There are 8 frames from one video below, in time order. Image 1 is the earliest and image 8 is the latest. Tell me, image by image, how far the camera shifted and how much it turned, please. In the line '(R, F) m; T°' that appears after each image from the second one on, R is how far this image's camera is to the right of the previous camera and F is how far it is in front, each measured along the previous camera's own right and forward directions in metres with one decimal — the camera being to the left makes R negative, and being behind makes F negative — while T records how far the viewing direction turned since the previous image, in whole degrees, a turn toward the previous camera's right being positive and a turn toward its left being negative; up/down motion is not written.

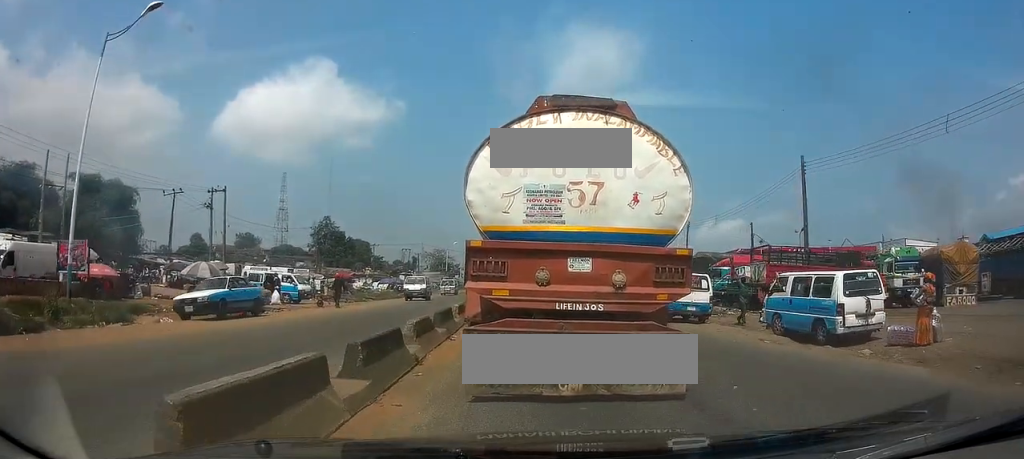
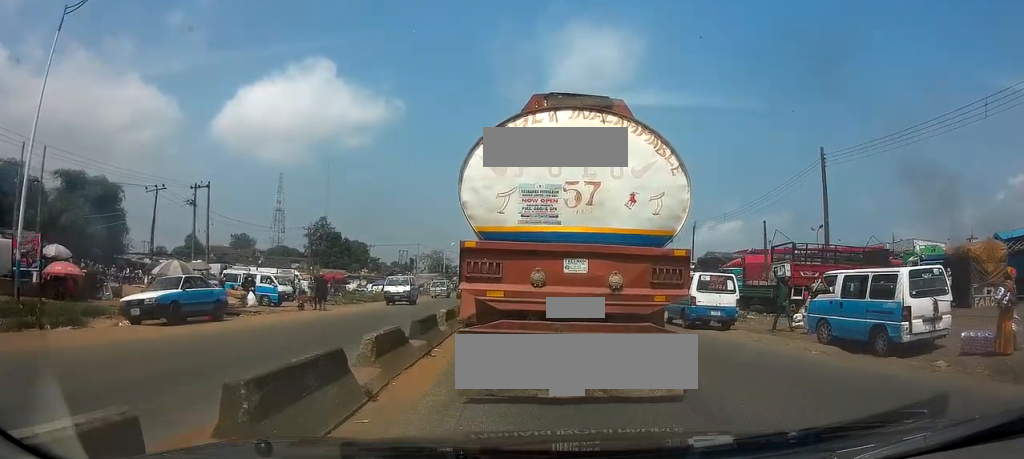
(+0.1, +2.8) m; +1°
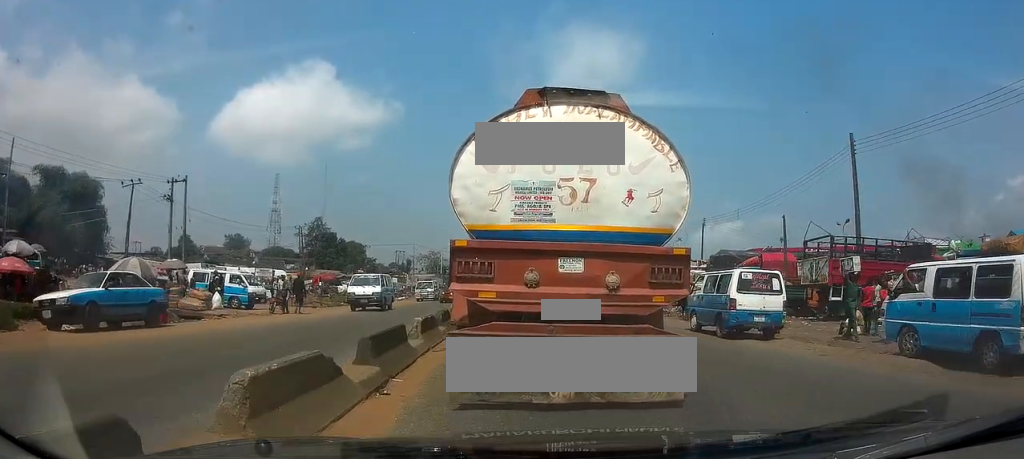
(0.0, +3.3) m; +1°
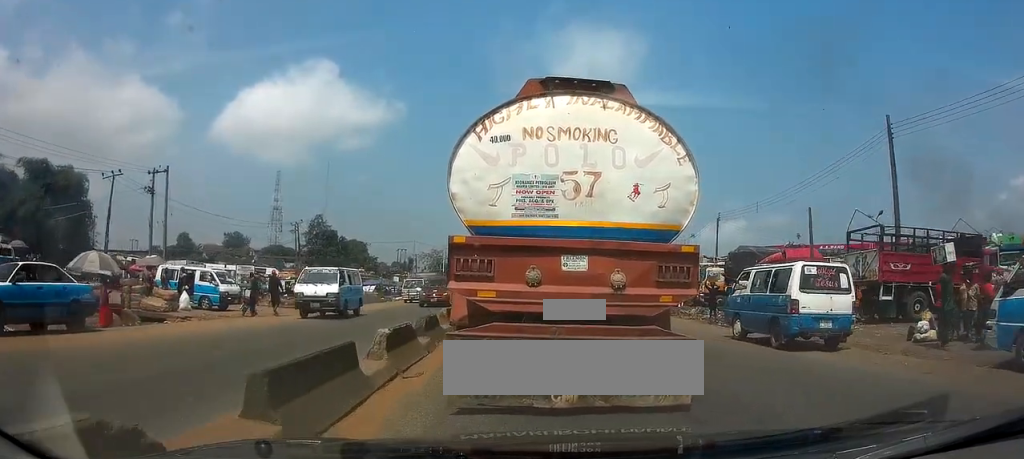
(0.0, +3.2) m; +1°
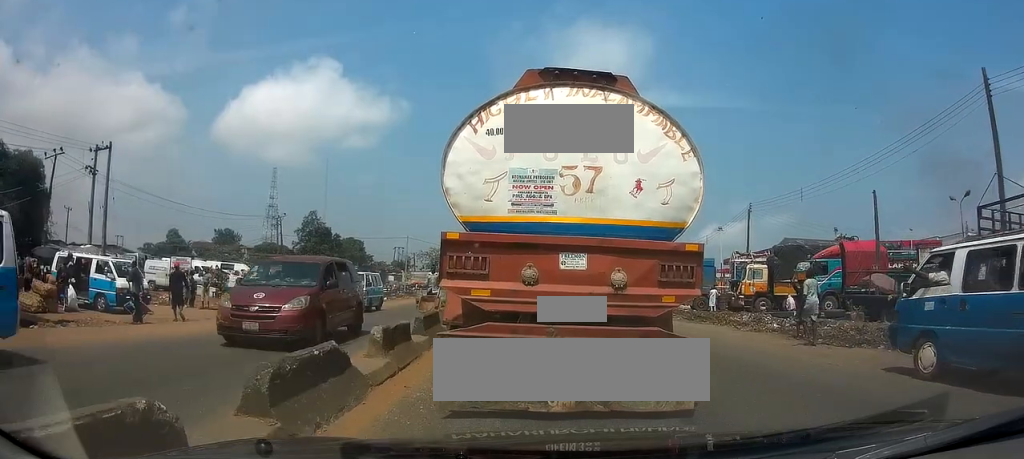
(+0.1, +7.3) m; 0°
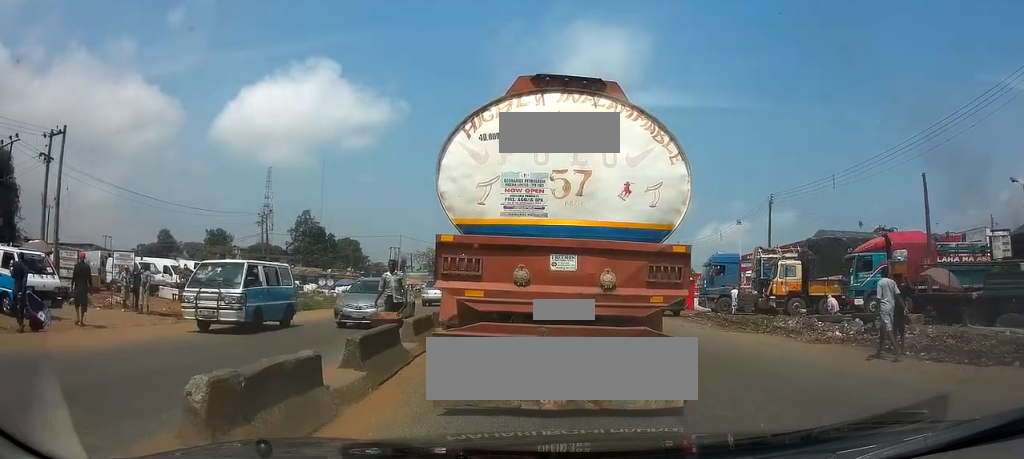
(0.0, +4.6) m; -1°
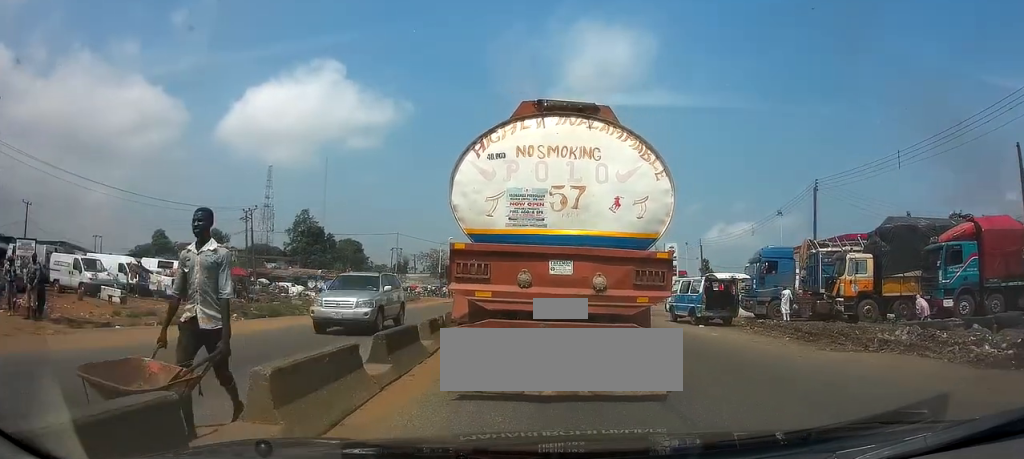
(-0.1, +6.6) m; 0°
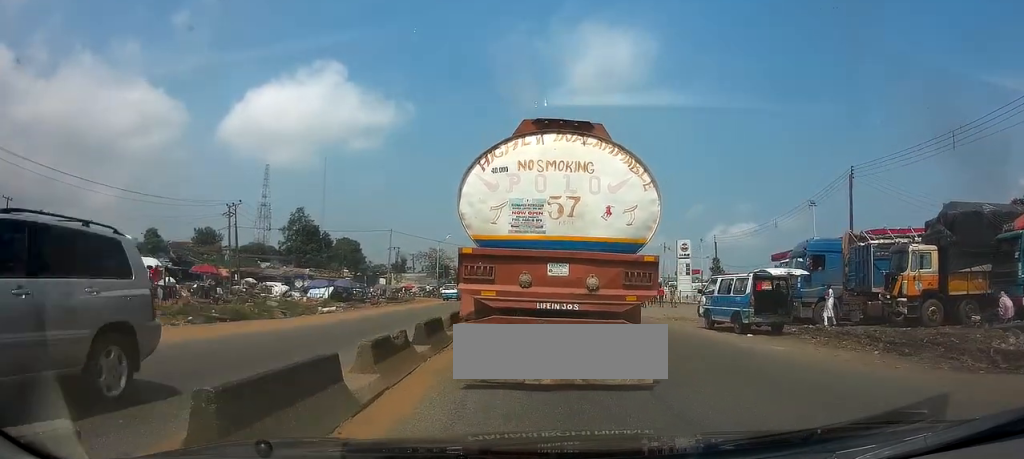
(0.0, +4.5) m; 0°
